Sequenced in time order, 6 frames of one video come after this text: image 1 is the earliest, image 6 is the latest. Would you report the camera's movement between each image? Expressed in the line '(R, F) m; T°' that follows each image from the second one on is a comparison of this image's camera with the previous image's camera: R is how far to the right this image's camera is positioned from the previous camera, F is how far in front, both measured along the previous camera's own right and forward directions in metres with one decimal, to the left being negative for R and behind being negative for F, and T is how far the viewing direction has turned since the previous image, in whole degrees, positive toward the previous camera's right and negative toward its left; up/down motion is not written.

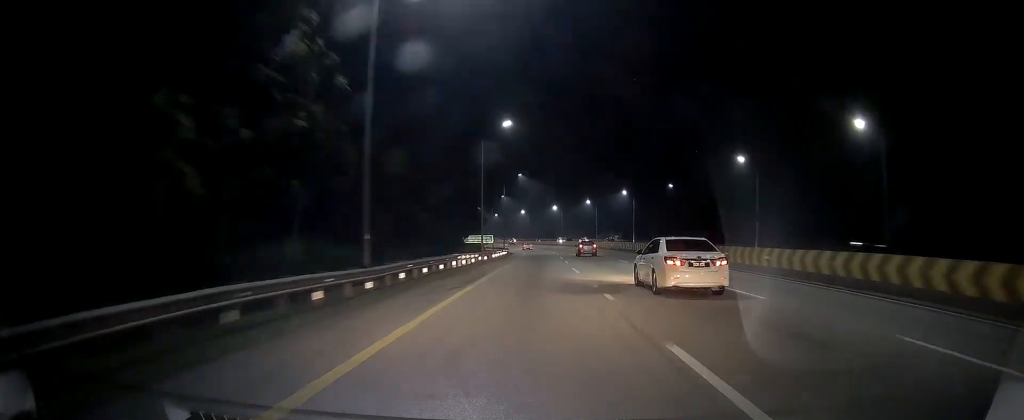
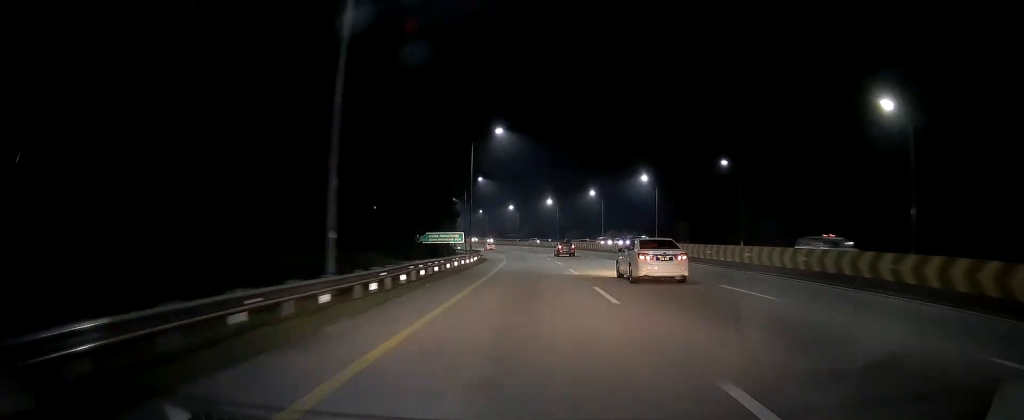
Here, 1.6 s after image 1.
(-0.4, +35.9) m; 0°
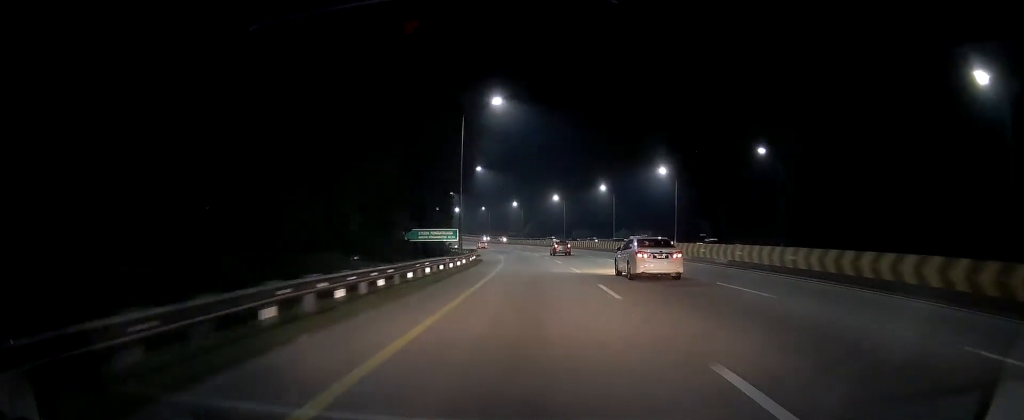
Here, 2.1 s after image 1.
(+0.2, +11.1) m; +1°
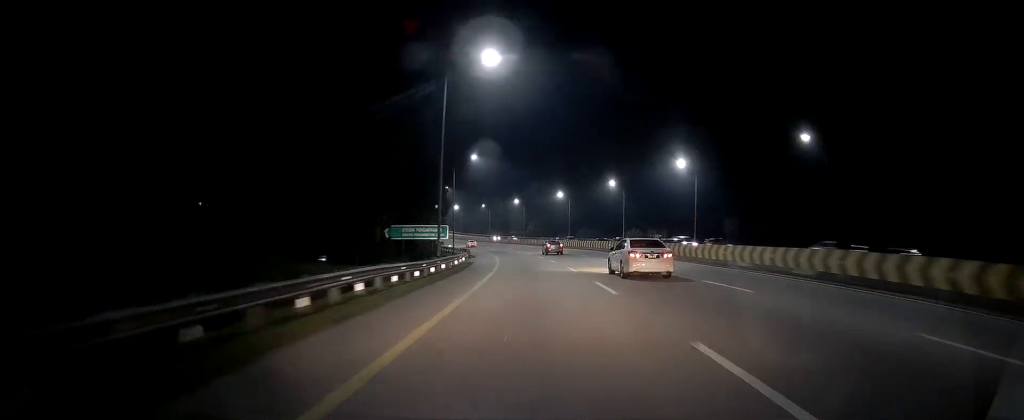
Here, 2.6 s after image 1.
(+0.1, +10.5) m; 0°
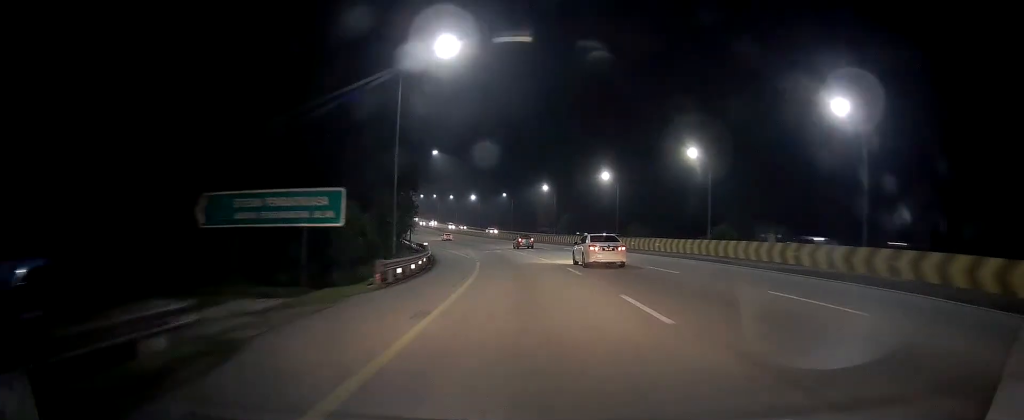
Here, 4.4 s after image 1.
(-0.3, +41.4) m; -3°
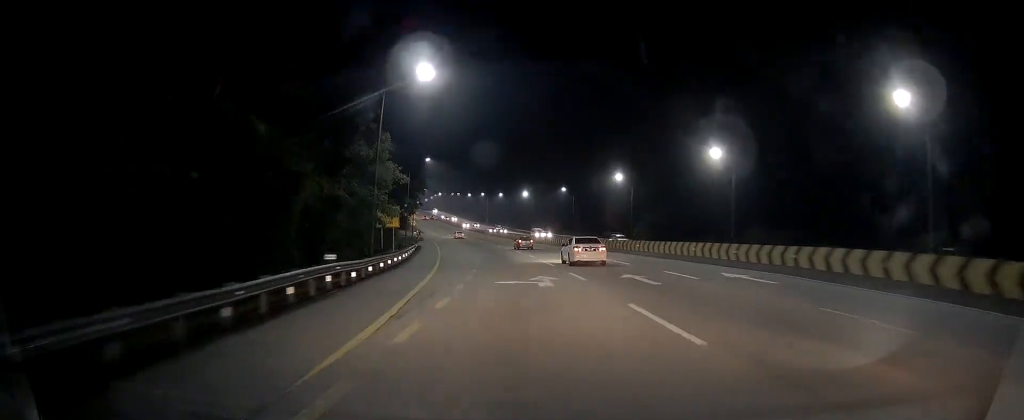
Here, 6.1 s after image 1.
(-1.4, +36.8) m; -4°
